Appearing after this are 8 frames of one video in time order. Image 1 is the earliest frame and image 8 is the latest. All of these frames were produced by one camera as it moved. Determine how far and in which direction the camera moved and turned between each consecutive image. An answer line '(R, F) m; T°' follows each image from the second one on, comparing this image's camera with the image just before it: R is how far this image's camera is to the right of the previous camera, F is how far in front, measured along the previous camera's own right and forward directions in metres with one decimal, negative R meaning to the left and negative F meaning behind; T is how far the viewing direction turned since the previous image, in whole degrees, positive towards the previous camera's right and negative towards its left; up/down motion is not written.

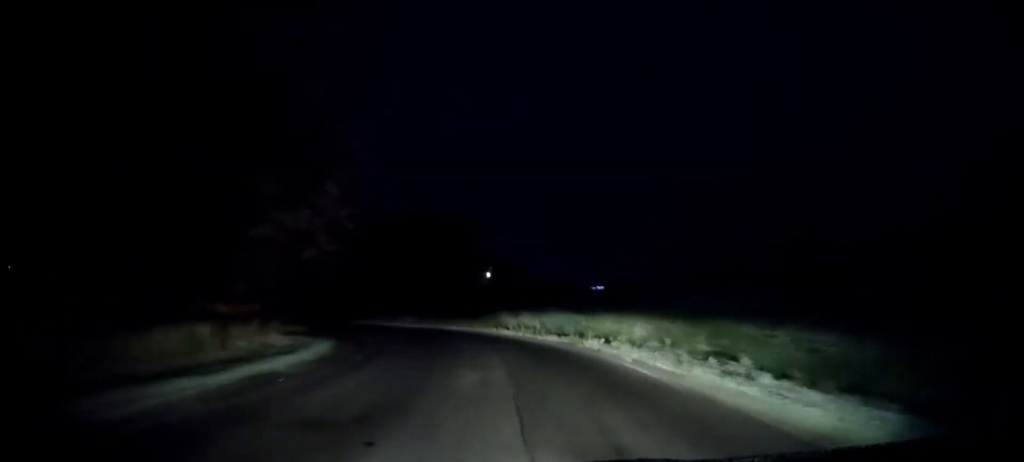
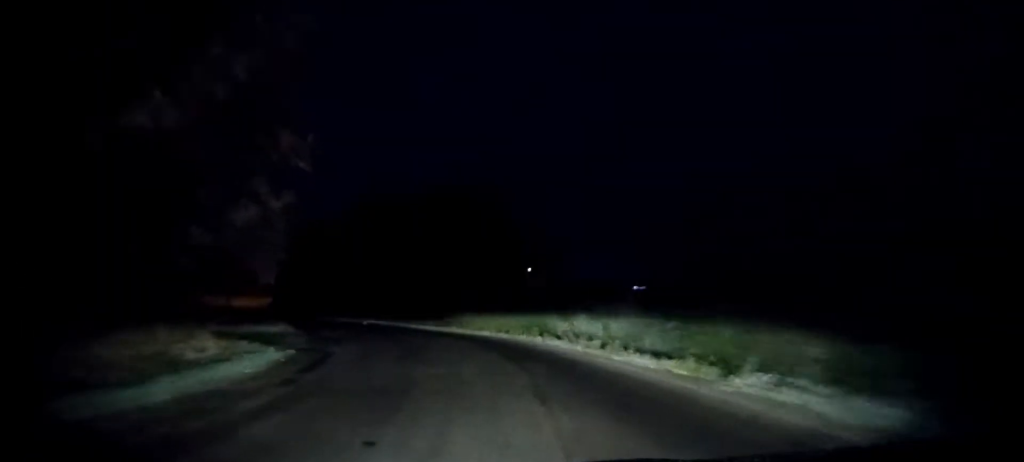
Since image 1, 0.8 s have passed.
(0.0, +10.2) m; -1°
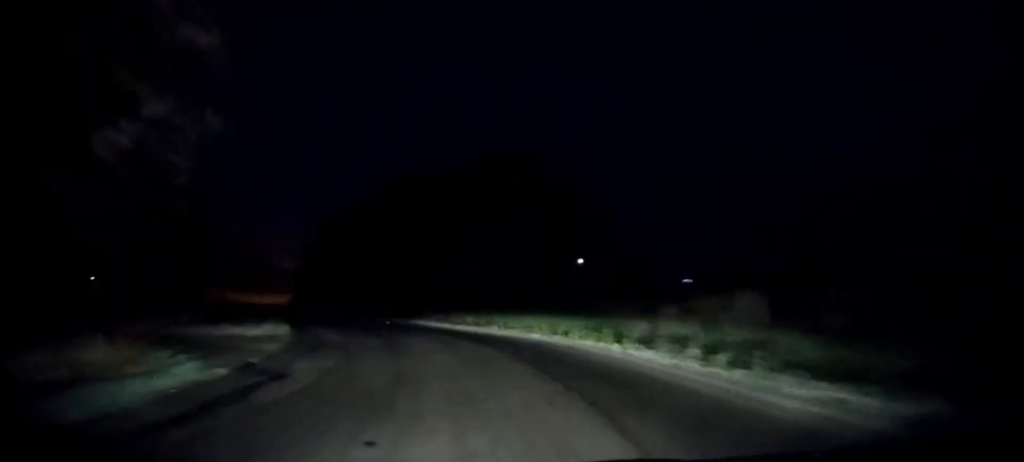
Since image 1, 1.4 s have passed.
(0.0, +7.6) m; -4°
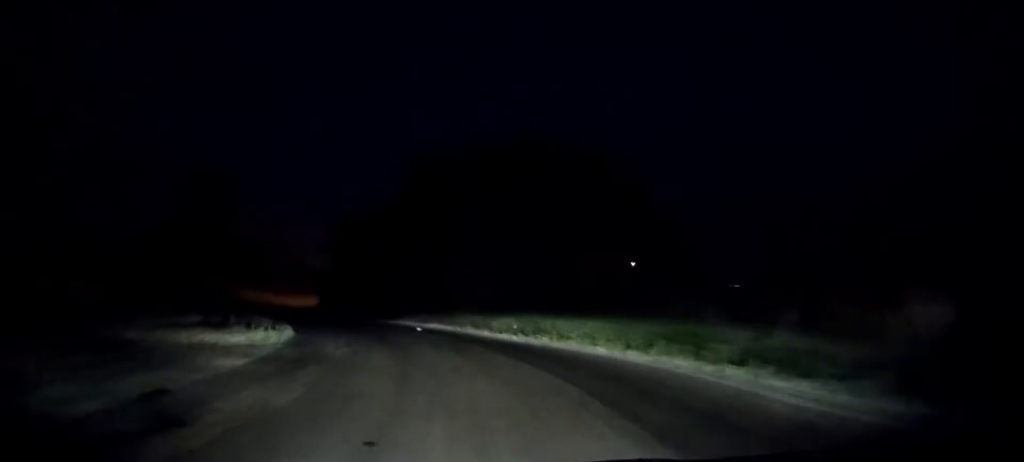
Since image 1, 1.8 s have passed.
(+0.1, +5.5) m; -3°
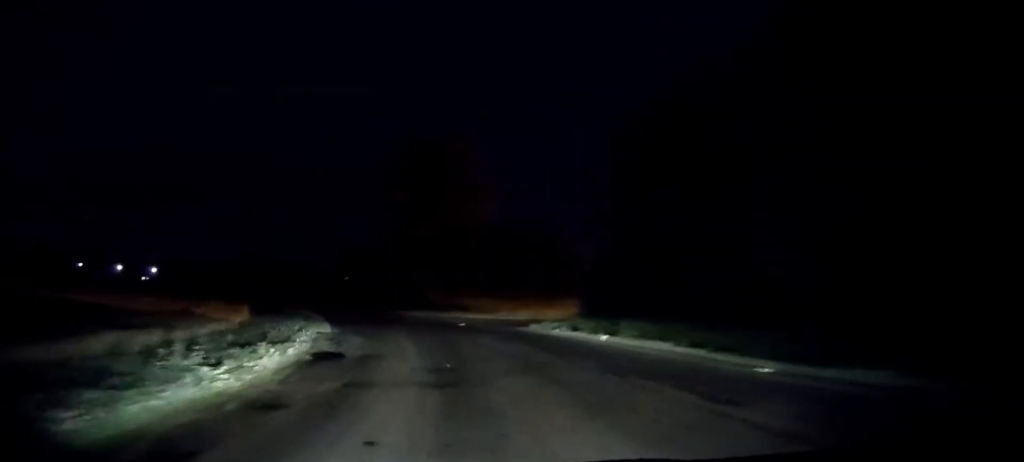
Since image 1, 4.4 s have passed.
(-7.4, +32.5) m; -26°
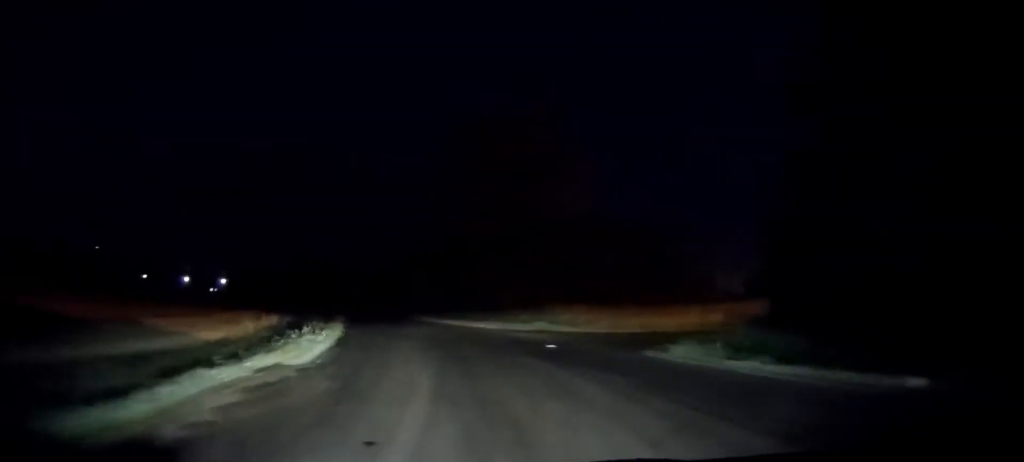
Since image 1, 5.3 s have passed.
(-1.0, +12.0) m; -8°
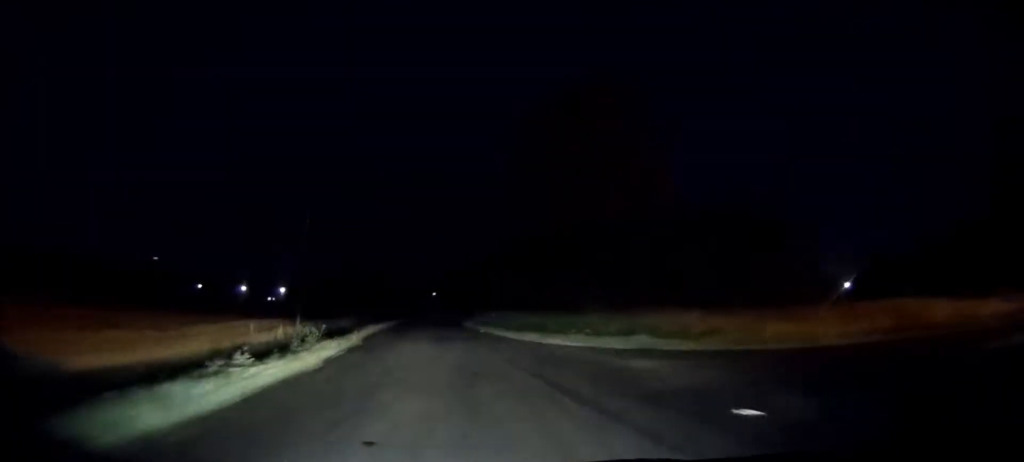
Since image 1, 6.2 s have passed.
(-0.7, +11.5) m; -6°
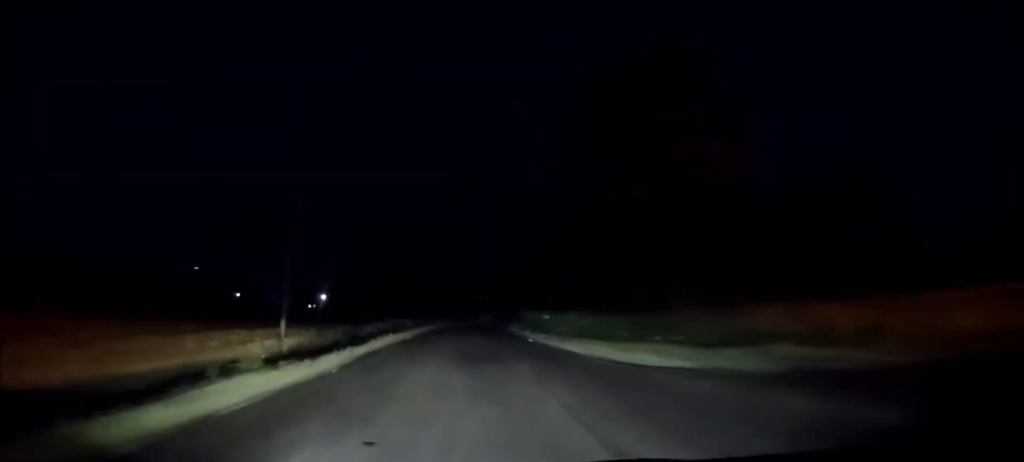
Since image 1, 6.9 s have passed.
(-0.3, +9.9) m; -4°
